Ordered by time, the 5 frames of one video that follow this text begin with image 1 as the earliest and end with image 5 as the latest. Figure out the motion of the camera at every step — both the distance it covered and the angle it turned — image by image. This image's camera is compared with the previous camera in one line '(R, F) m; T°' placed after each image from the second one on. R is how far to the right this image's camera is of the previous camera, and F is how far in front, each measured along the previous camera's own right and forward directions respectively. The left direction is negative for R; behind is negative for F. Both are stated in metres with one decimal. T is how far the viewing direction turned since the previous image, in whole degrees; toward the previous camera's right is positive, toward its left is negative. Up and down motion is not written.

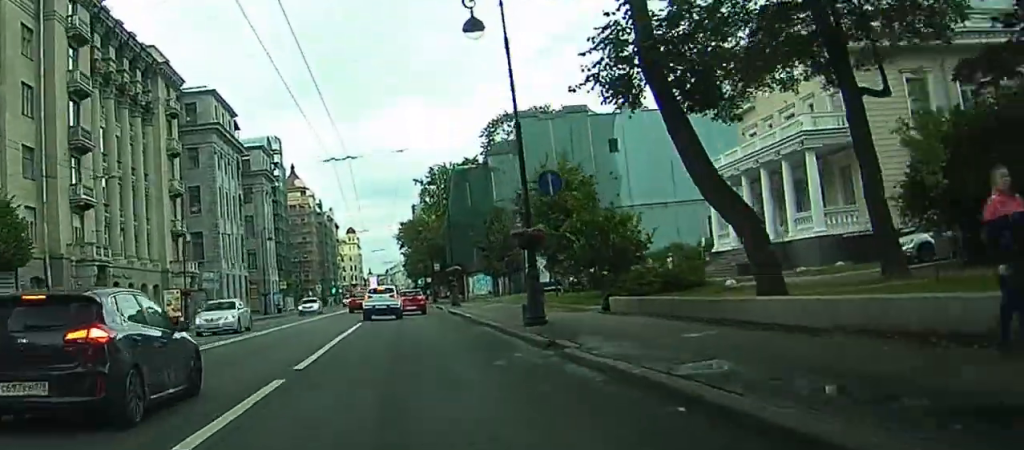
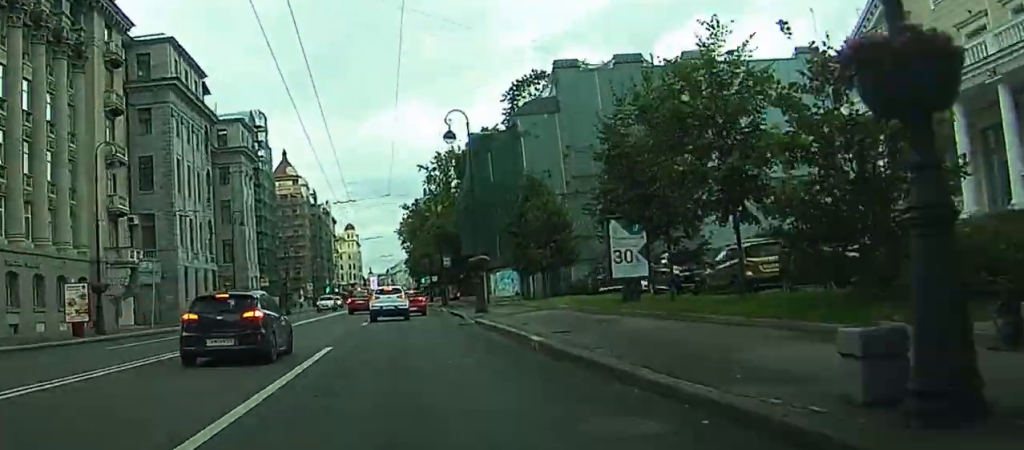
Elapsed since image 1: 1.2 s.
(+0.1, +19.0) m; 0°
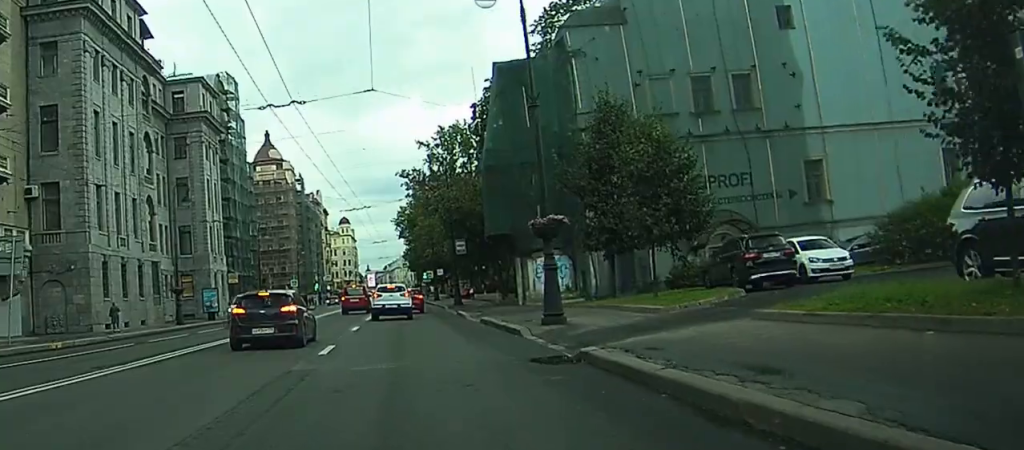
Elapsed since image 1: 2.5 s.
(+0.1, +22.6) m; +2°
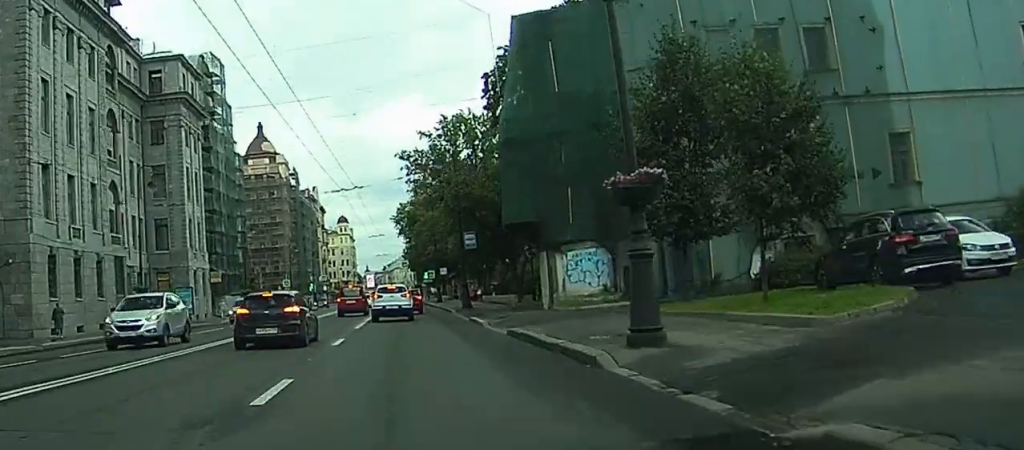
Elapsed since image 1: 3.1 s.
(+0.2, +10.1) m; +2°
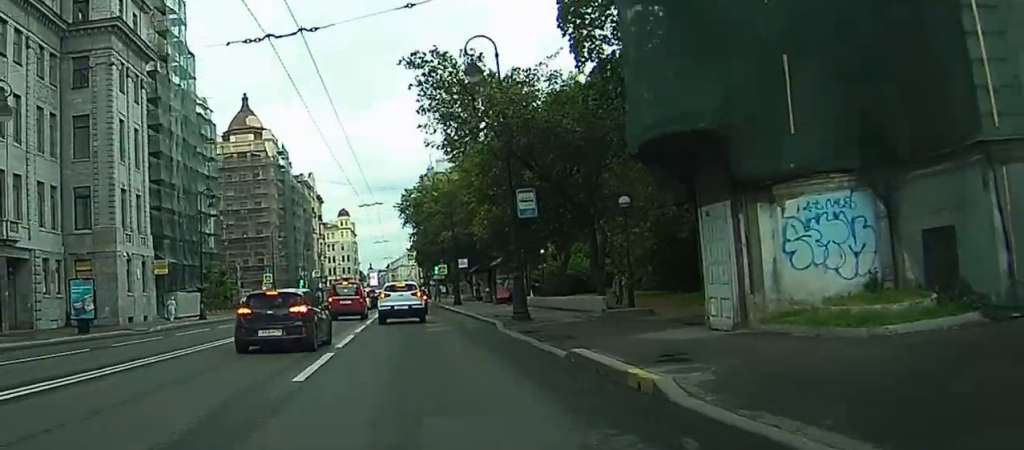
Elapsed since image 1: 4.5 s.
(+1.5, +25.2) m; -1°
